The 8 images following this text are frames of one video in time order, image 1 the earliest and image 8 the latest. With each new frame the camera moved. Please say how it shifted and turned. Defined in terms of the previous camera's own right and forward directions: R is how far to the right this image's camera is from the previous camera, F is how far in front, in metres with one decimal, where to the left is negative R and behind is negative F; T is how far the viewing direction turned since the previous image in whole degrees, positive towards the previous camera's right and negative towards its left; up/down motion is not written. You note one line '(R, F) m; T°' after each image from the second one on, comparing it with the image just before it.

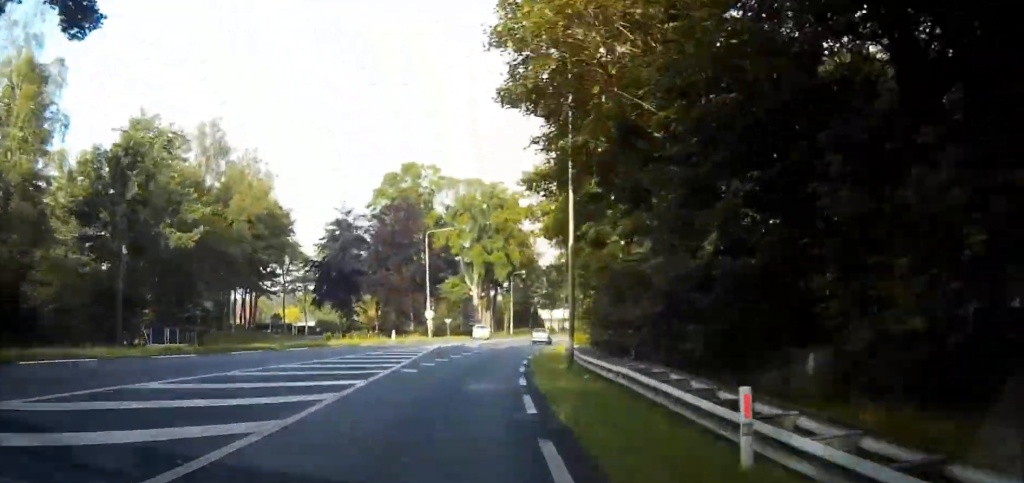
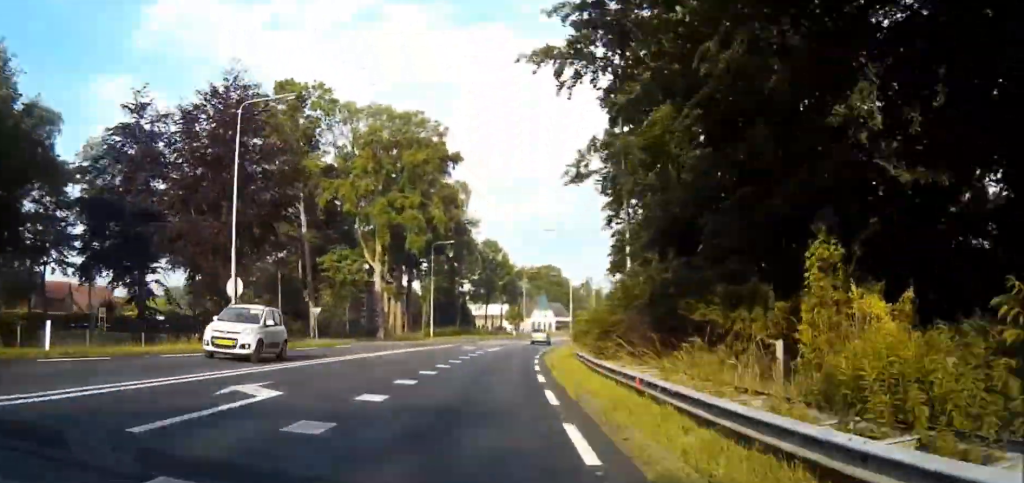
(+3.1, +38.9) m; +5°
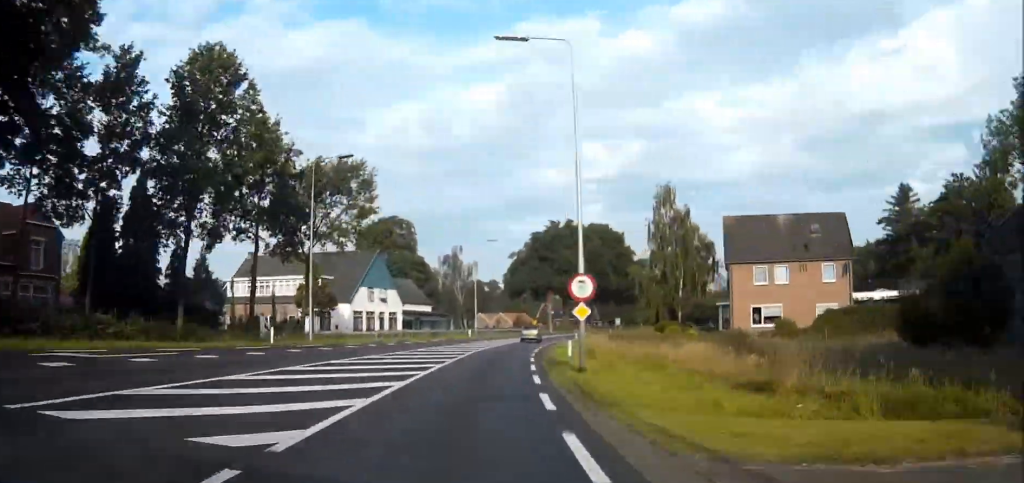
(+6.1, +76.9) m; +11°
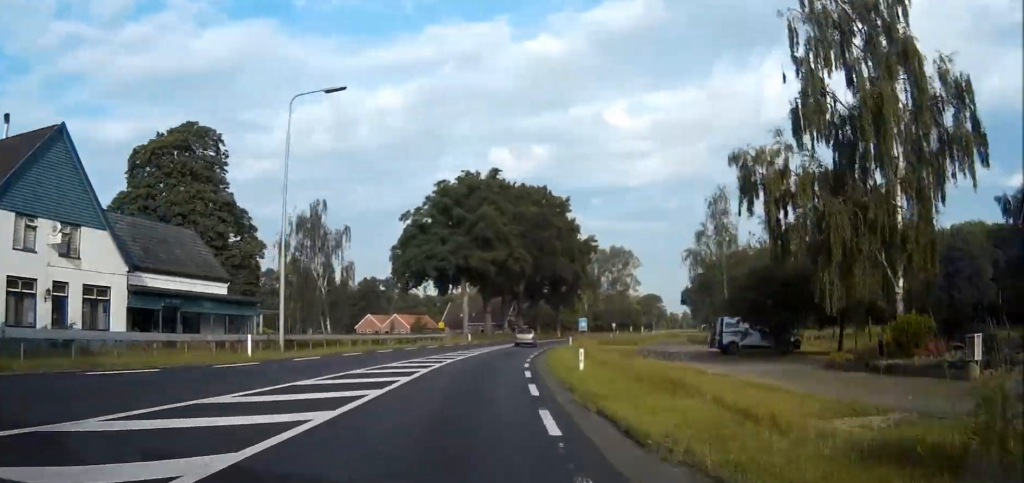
(+3.4, +50.9) m; +7°
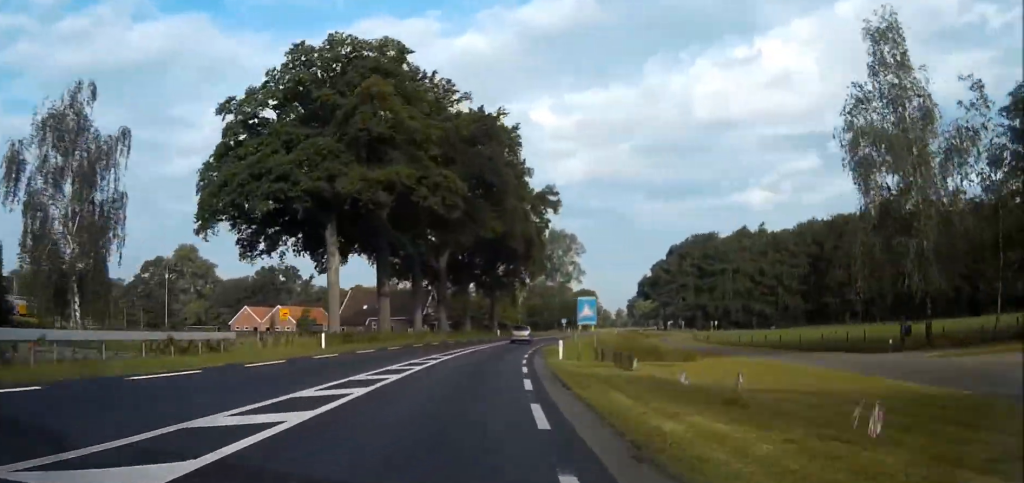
(+2.0, +42.2) m; +5°
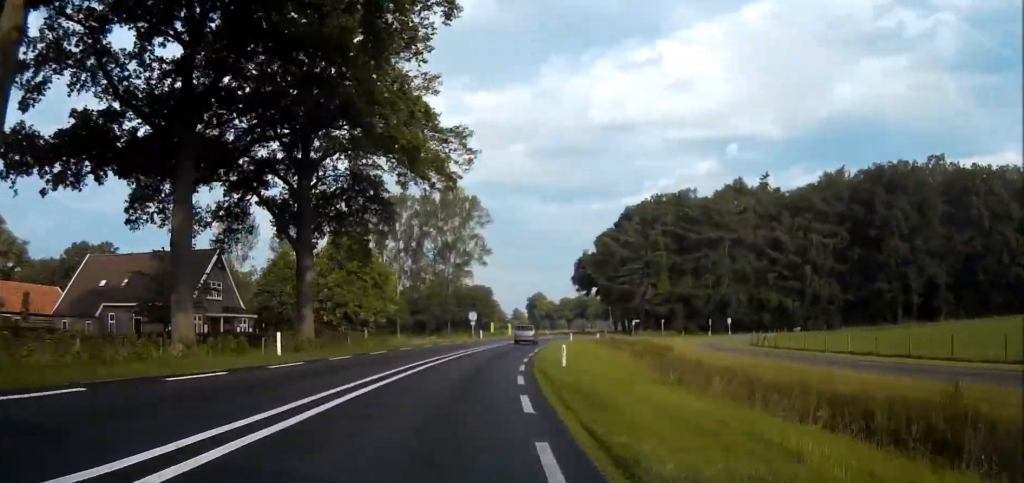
(+4.2, +65.8) m; +8°
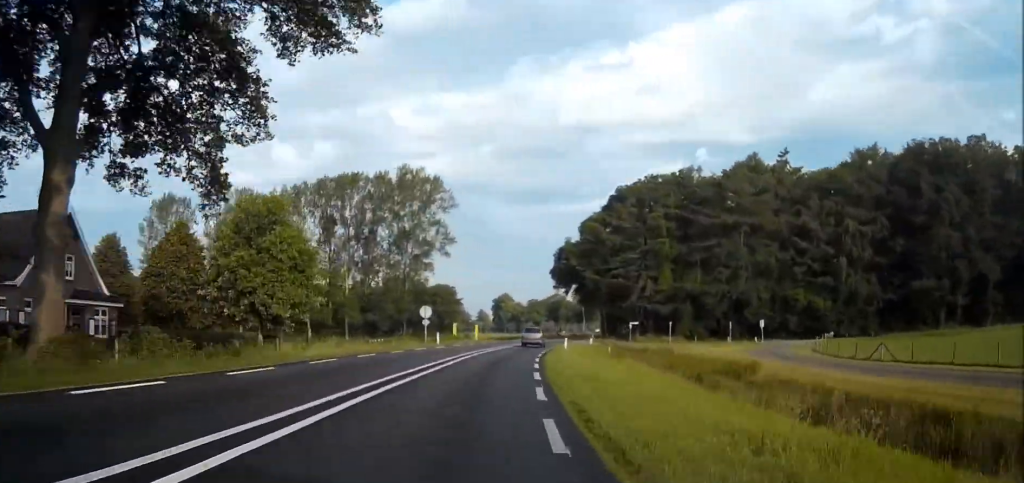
(+0.9, +21.9) m; +3°
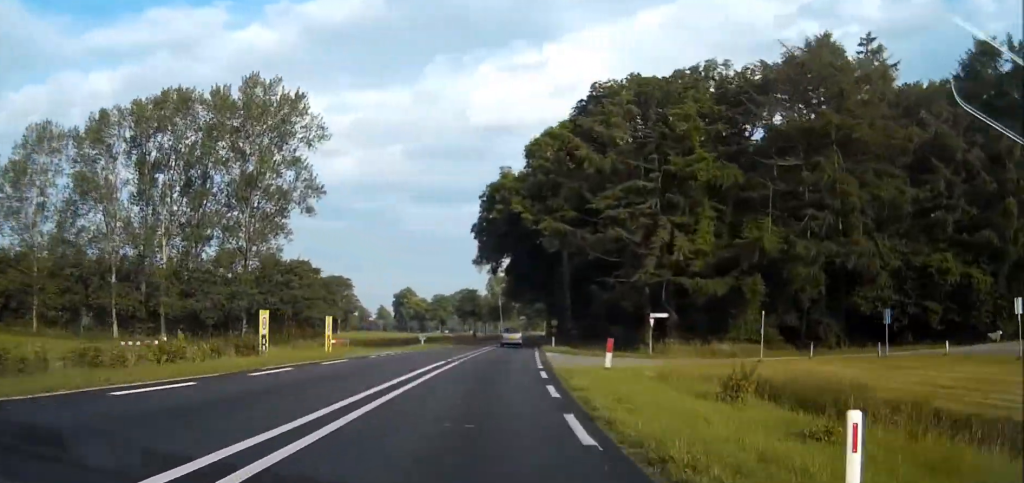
(+3.0, +46.7) m; +6°
